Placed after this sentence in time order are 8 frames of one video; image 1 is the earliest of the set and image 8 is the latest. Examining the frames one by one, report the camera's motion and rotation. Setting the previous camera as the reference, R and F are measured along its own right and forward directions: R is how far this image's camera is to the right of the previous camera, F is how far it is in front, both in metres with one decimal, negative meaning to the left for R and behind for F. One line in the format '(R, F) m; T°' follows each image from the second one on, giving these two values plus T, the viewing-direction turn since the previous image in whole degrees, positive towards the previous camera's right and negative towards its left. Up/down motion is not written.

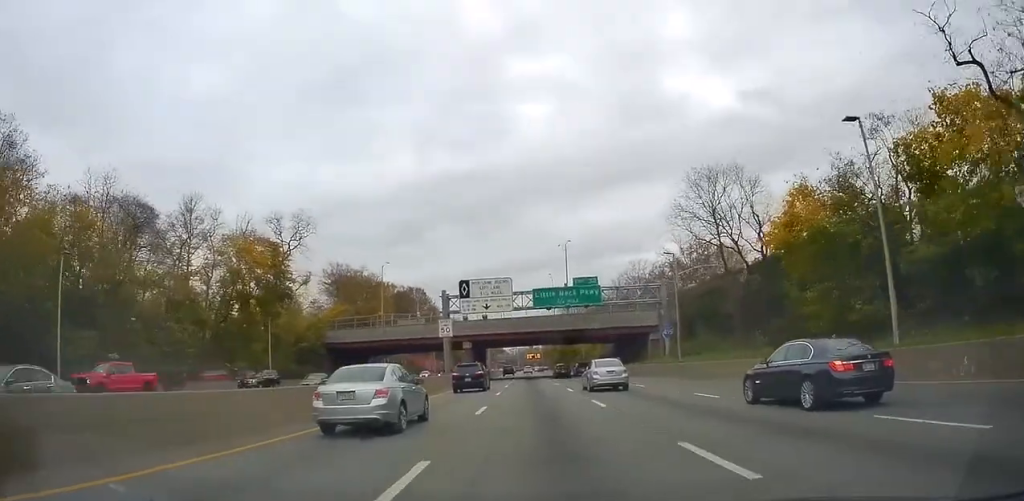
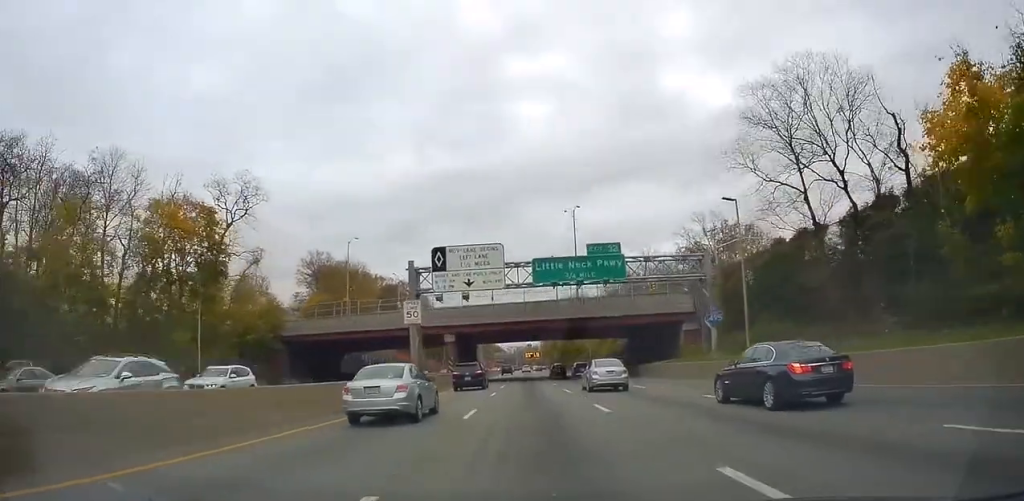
(+0.1, +14.1) m; +1°
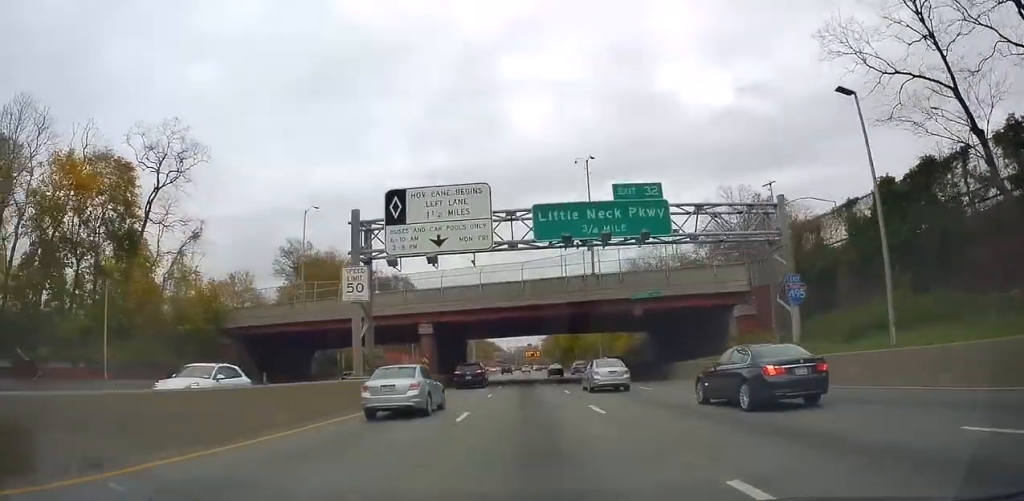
(+0.3, +12.6) m; 0°
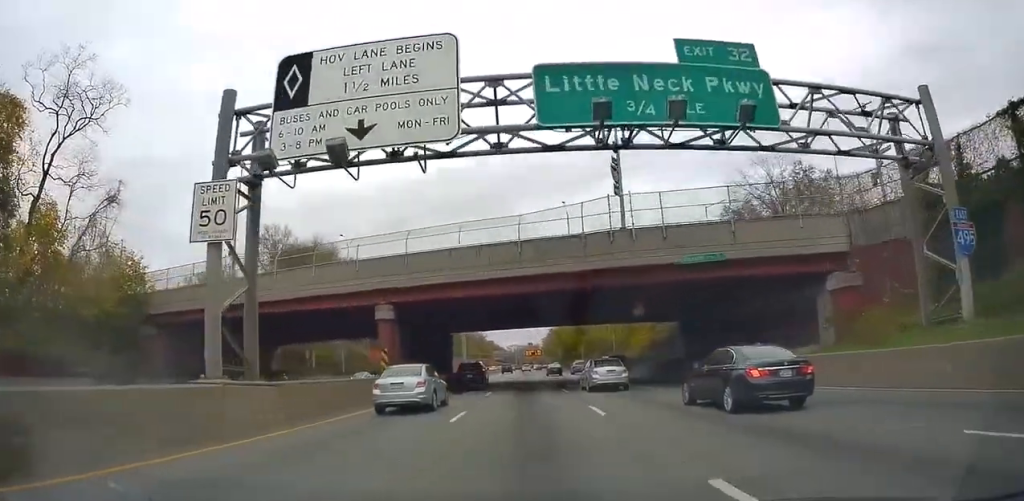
(+0.4, +12.2) m; -1°
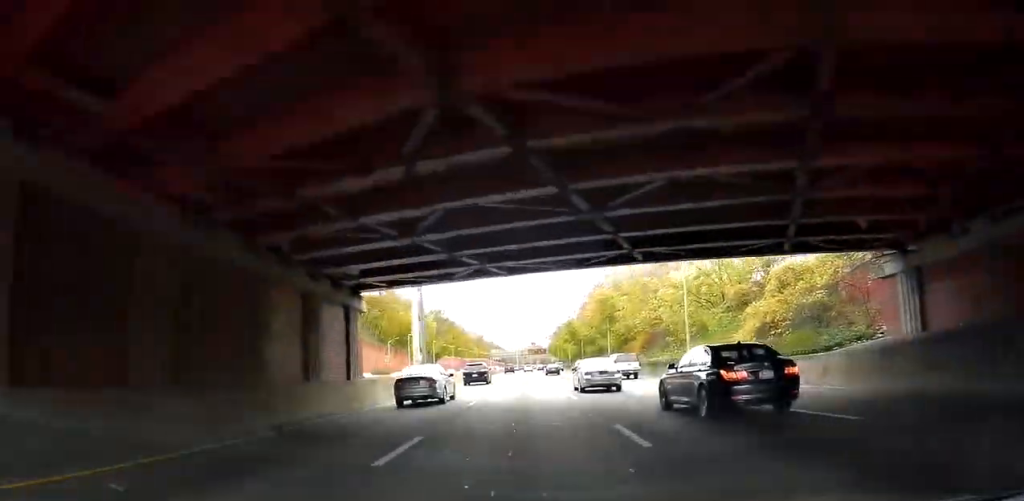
(-1.0, +30.5) m; -1°
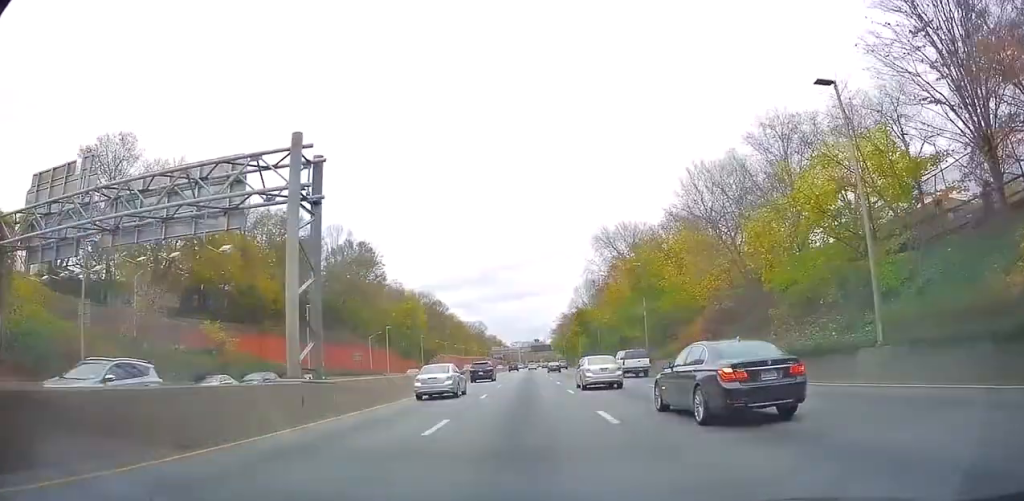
(+0.3, +20.9) m; +1°
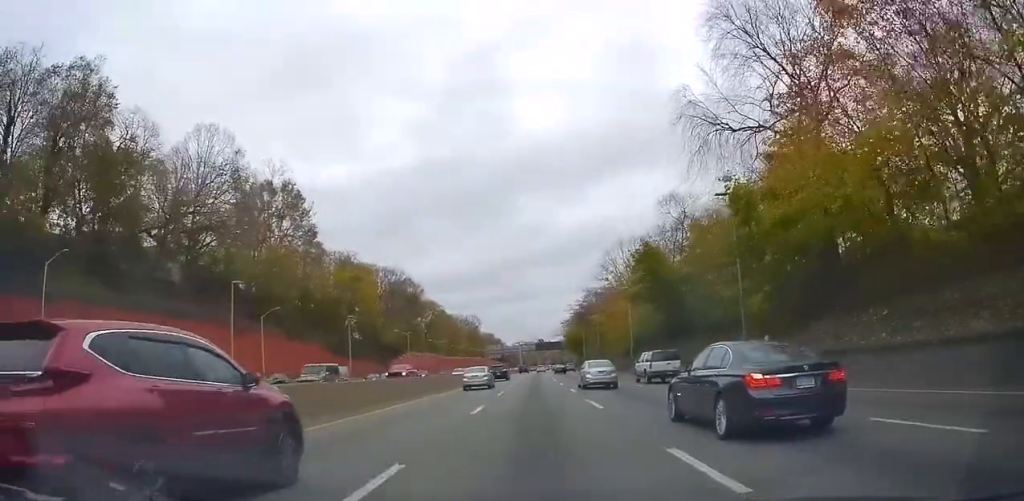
(-0.8, +56.3) m; 0°
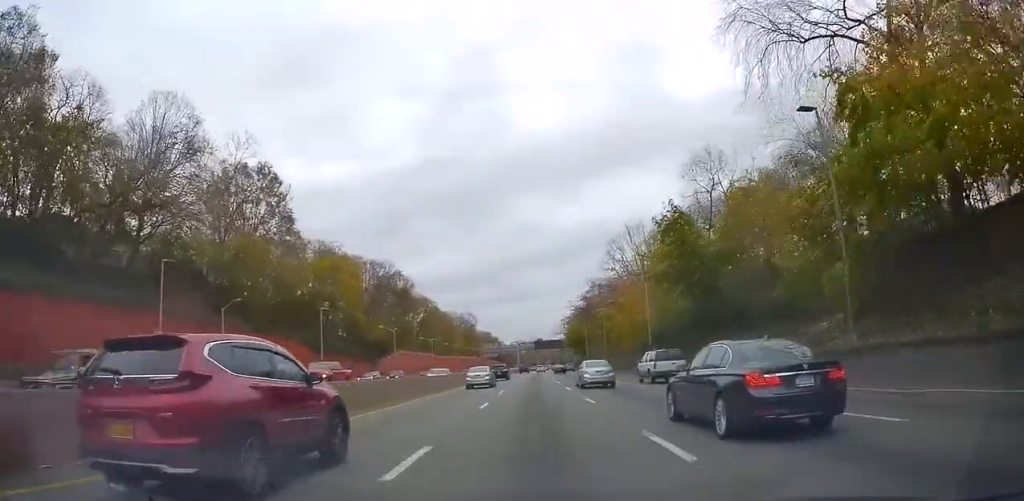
(+0.1, +9.9) m; +1°
